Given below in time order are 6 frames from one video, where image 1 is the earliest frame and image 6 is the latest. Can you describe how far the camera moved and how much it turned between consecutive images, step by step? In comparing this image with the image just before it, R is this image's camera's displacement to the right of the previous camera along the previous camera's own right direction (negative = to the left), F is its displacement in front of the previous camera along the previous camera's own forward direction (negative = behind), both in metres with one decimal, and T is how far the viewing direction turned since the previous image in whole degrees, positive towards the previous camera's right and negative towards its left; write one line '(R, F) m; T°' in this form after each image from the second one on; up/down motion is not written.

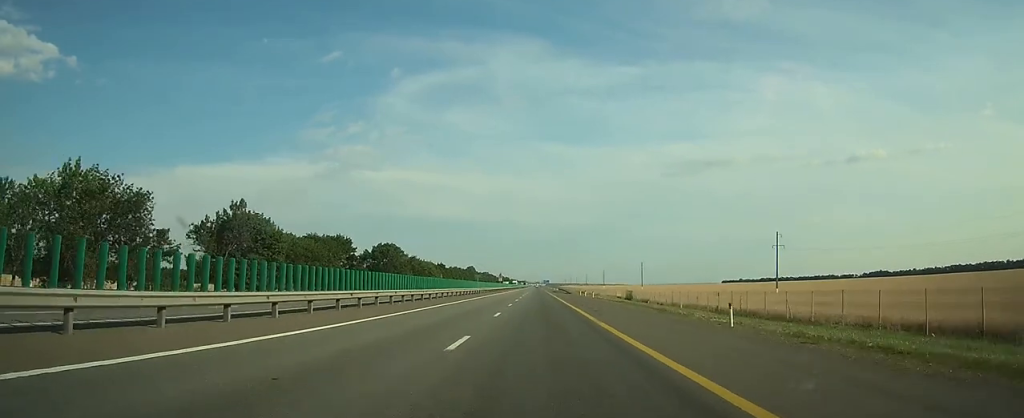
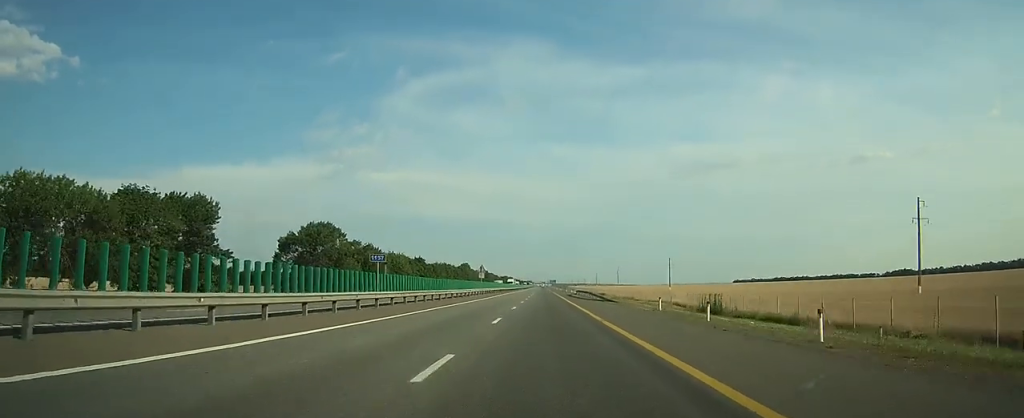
(-0.2, +52.8) m; 0°
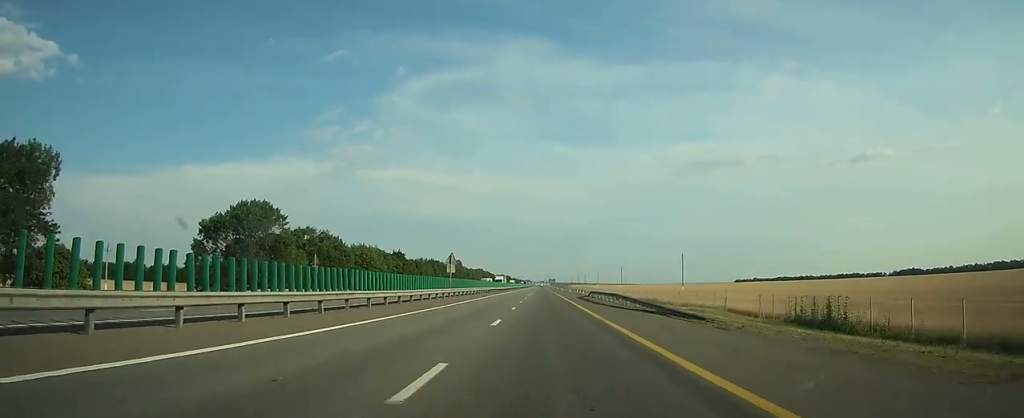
(-0.1, +25.6) m; 0°
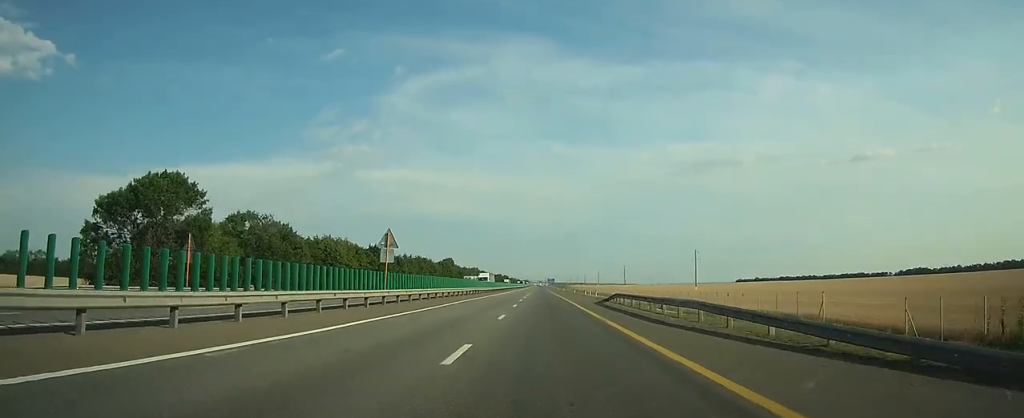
(0.0, +21.3) m; 0°
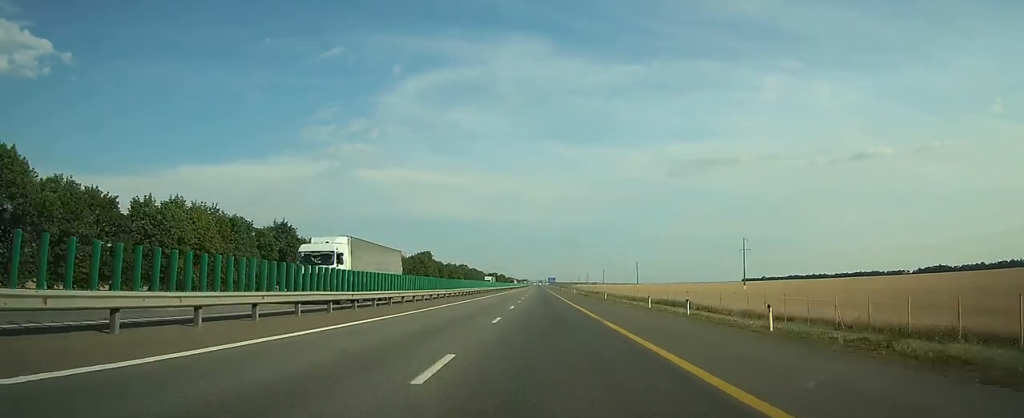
(+0.2, +50.1) m; +1°
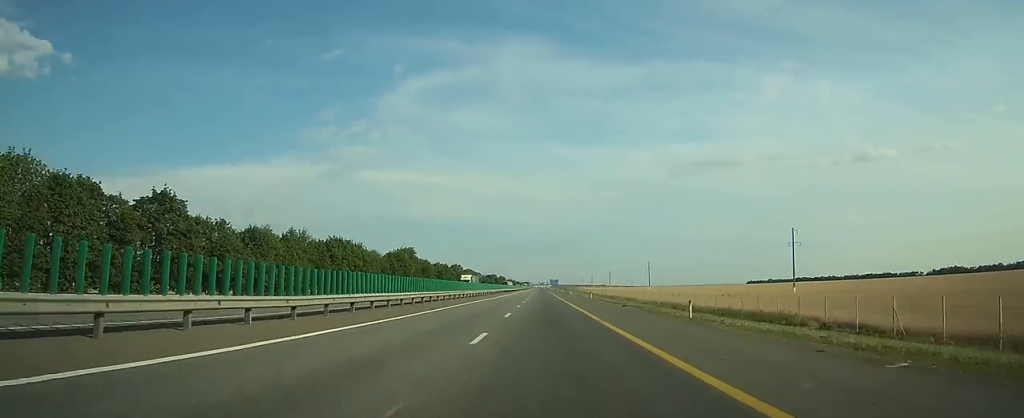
(0.0, +30.6) m; 0°
